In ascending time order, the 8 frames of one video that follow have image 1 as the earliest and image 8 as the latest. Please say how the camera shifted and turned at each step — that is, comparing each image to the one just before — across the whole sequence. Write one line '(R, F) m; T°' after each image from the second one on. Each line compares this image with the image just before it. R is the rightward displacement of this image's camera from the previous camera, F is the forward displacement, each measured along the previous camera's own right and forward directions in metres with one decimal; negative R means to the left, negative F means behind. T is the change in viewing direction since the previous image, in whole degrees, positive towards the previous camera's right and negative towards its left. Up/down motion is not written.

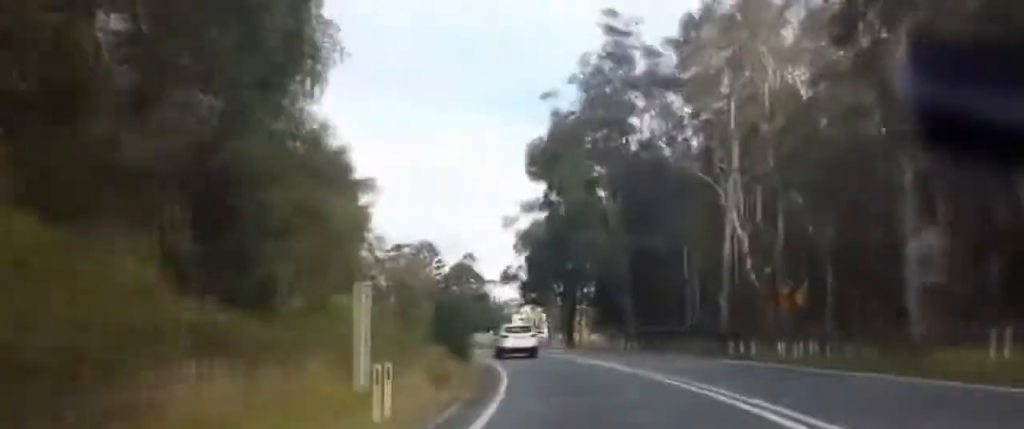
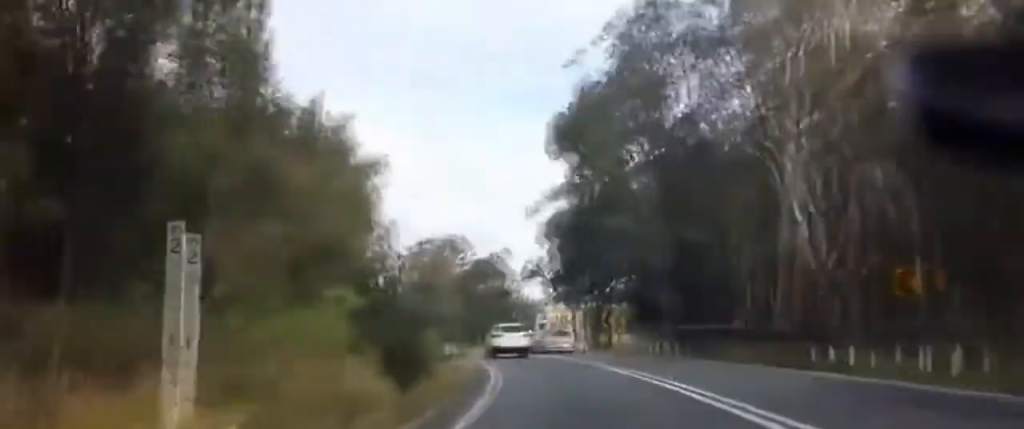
(-0.6, +10.2) m; -4°
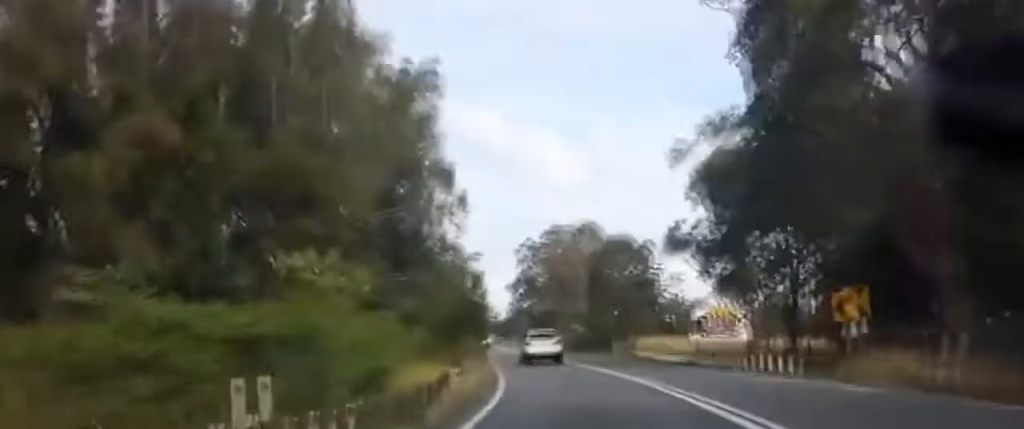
(-2.7, +30.6) m; -10°
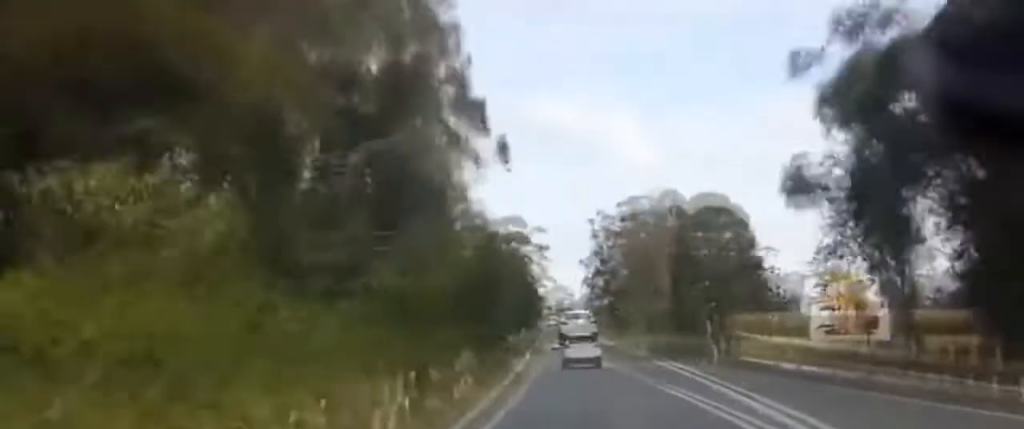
(-0.9, +18.0) m; -2°
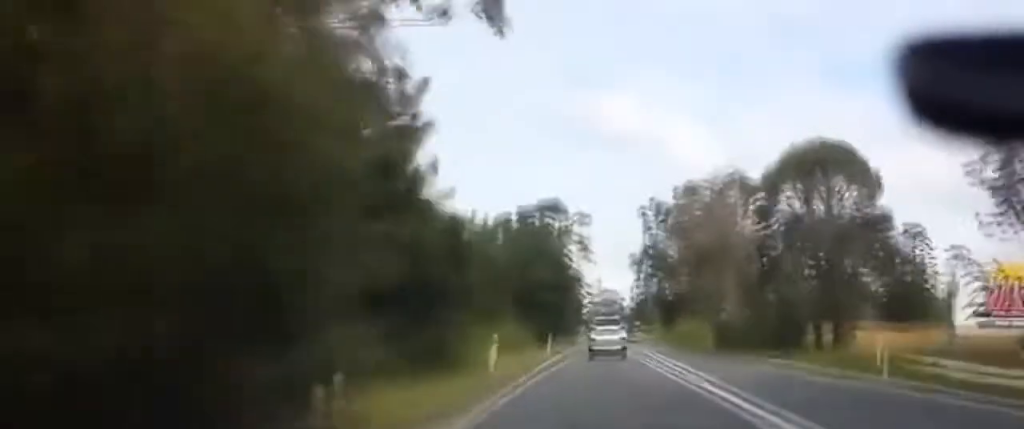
(-0.1, +24.8) m; -6°
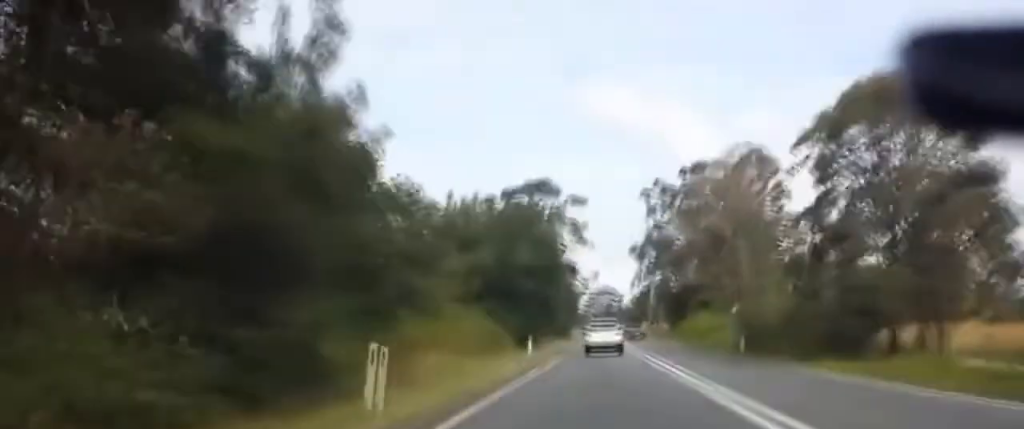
(-1.3, +13.3) m; -2°
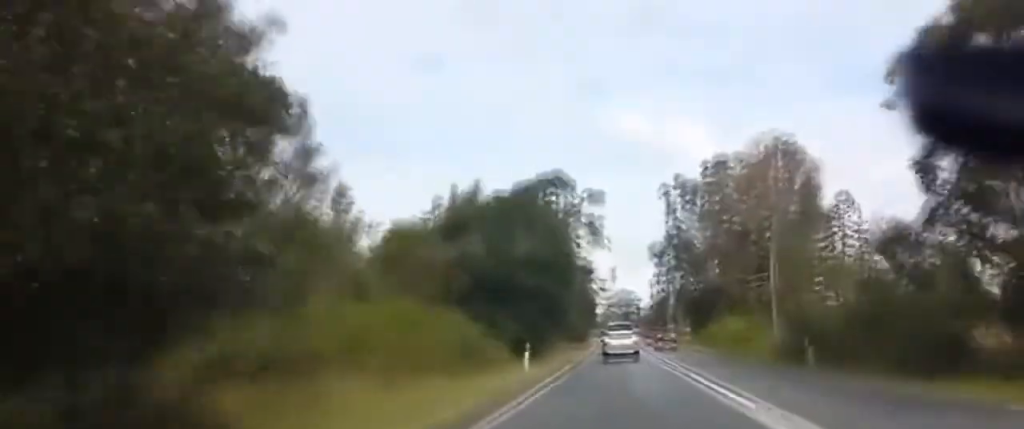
(-0.4, +14.8) m; 0°
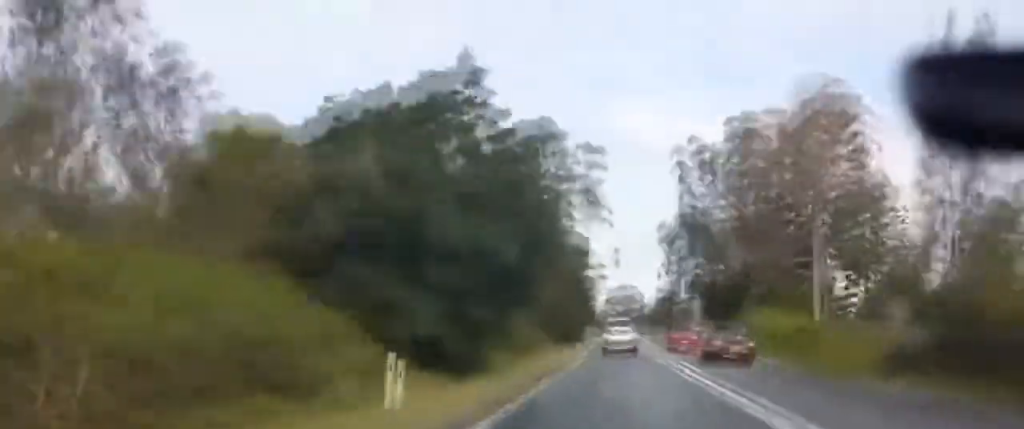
(+0.6, +22.1) m; +2°
